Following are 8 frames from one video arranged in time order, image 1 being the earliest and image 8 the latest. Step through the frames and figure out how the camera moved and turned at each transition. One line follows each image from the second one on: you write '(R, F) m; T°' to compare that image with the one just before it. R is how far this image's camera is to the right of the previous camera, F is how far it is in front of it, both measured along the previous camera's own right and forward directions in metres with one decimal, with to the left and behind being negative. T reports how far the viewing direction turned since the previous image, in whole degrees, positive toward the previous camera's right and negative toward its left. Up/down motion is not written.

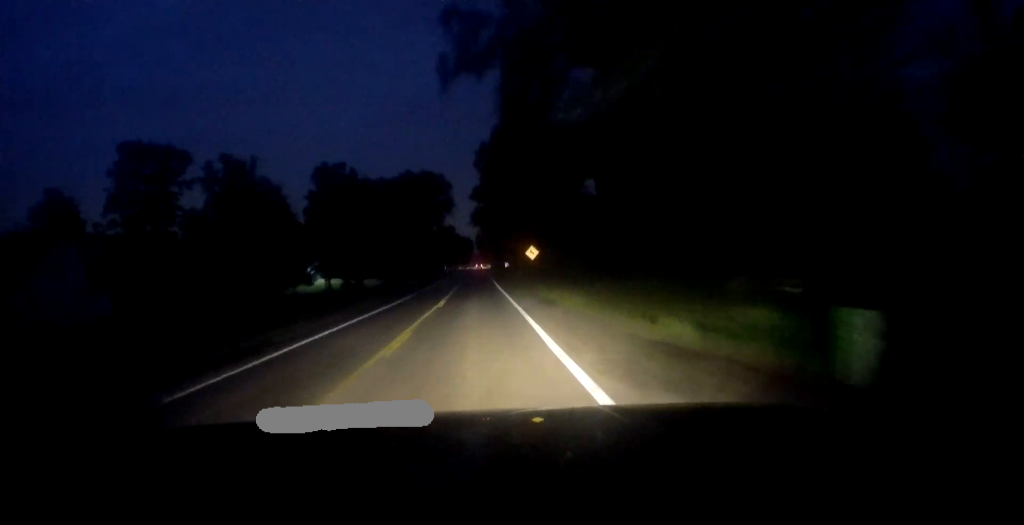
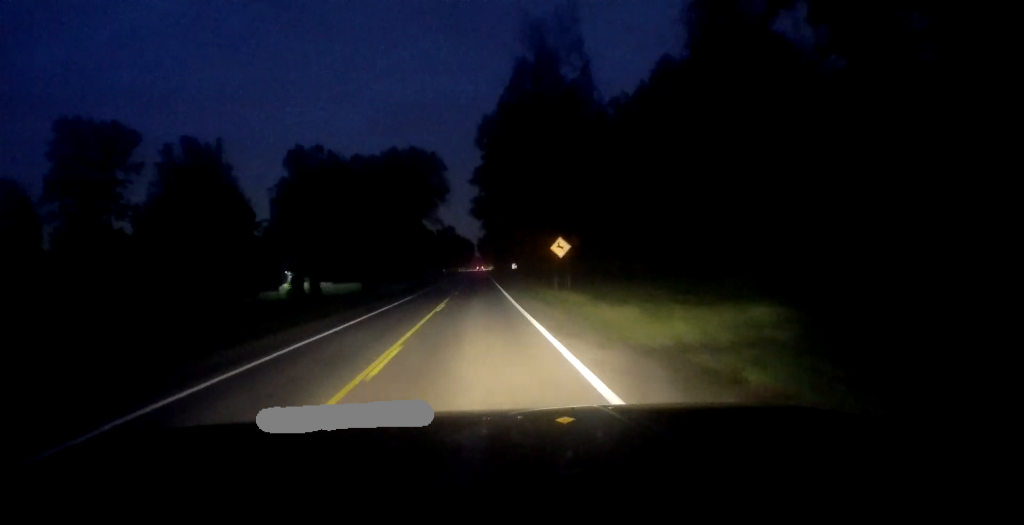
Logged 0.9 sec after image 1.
(+0.1, +18.0) m; 0°
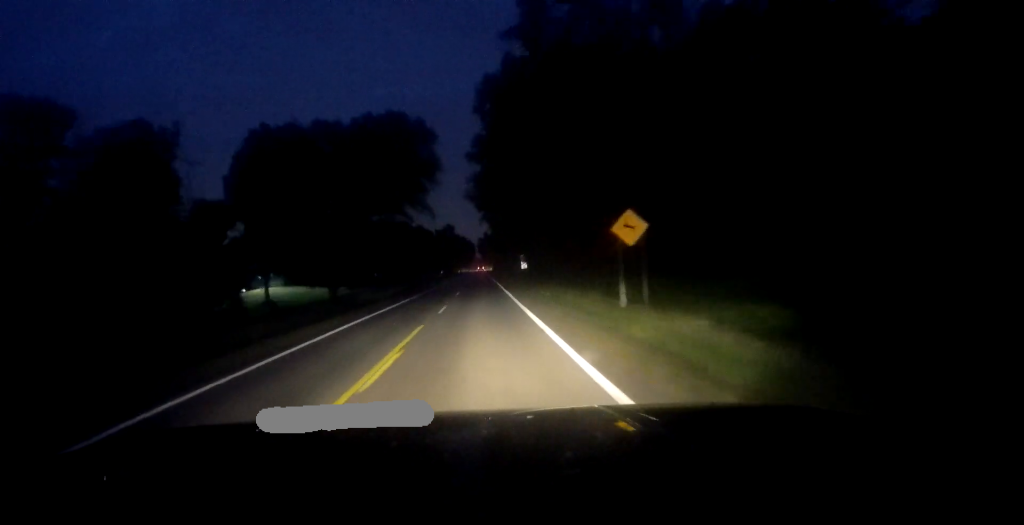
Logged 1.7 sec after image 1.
(-0.1, +16.8) m; -1°
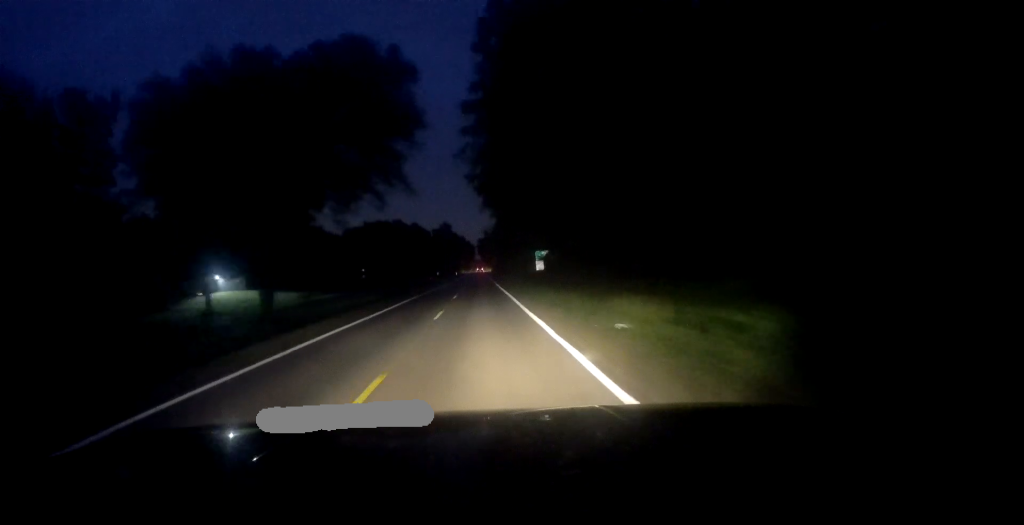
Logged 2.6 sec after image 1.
(-0.3, +21.0) m; 0°
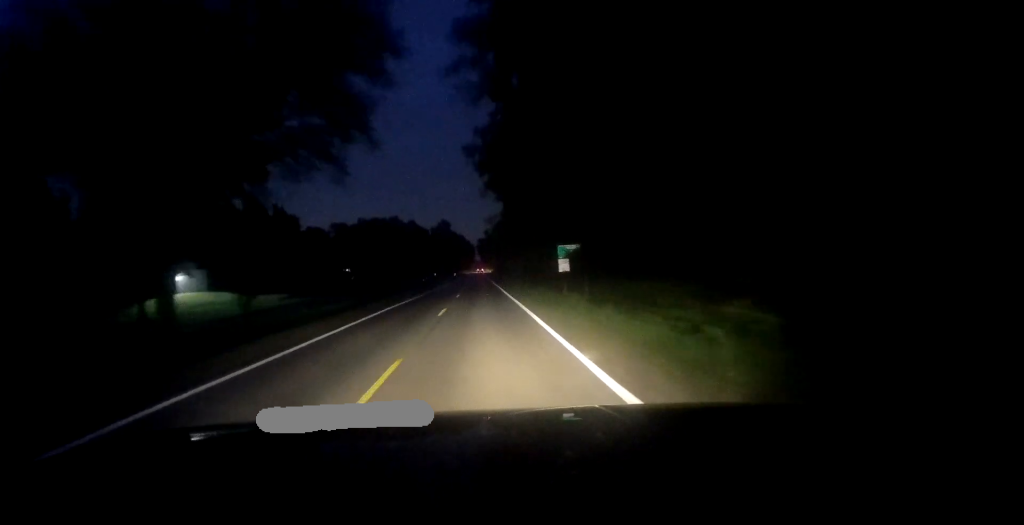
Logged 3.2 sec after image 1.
(0.0, +14.9) m; 0°
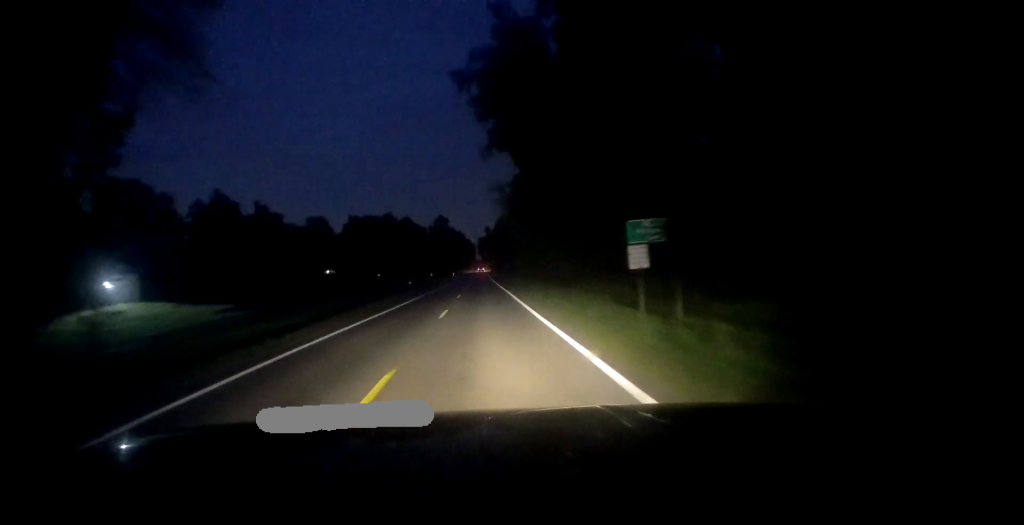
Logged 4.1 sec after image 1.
(+0.1, +18.1) m; +1°
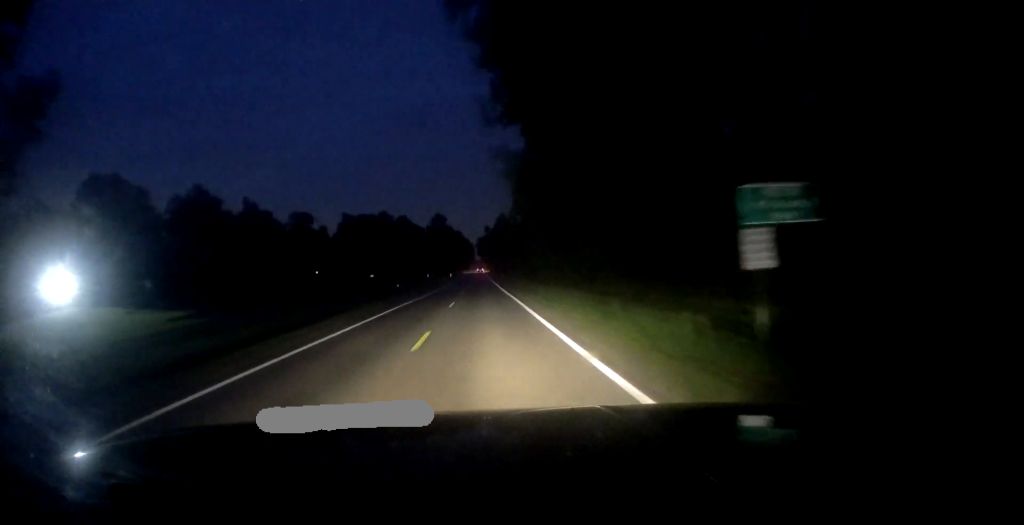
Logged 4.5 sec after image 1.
(0.0, +9.3) m; 0°
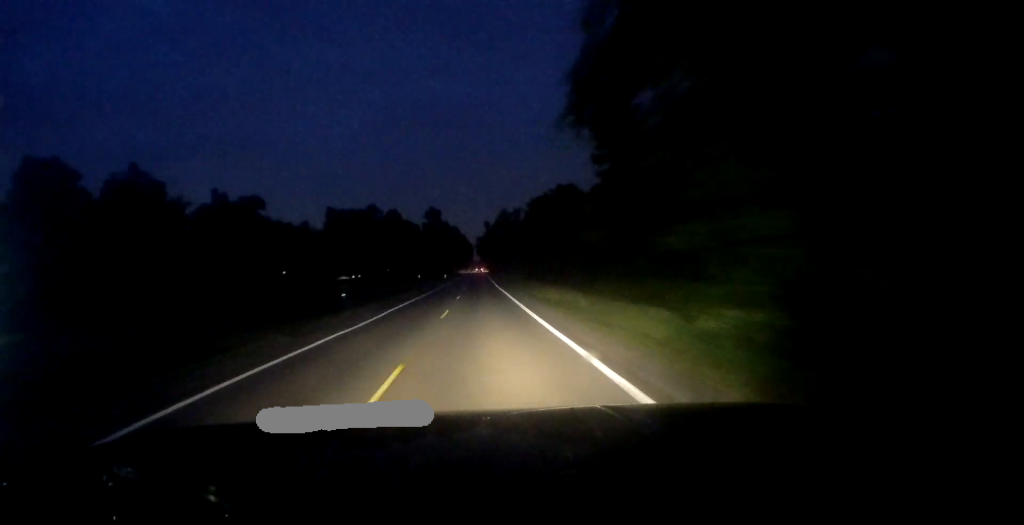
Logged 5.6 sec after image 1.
(+0.3, +22.6) m; 0°
